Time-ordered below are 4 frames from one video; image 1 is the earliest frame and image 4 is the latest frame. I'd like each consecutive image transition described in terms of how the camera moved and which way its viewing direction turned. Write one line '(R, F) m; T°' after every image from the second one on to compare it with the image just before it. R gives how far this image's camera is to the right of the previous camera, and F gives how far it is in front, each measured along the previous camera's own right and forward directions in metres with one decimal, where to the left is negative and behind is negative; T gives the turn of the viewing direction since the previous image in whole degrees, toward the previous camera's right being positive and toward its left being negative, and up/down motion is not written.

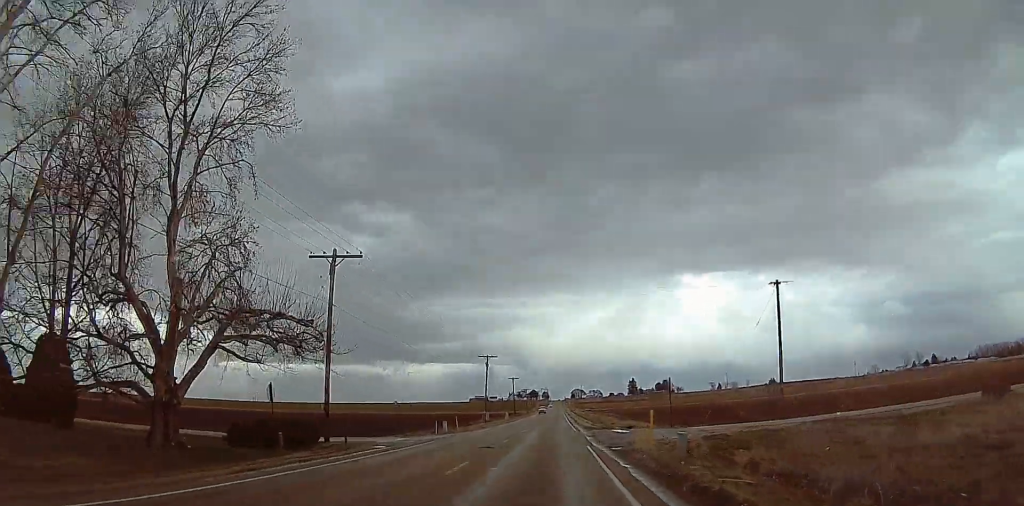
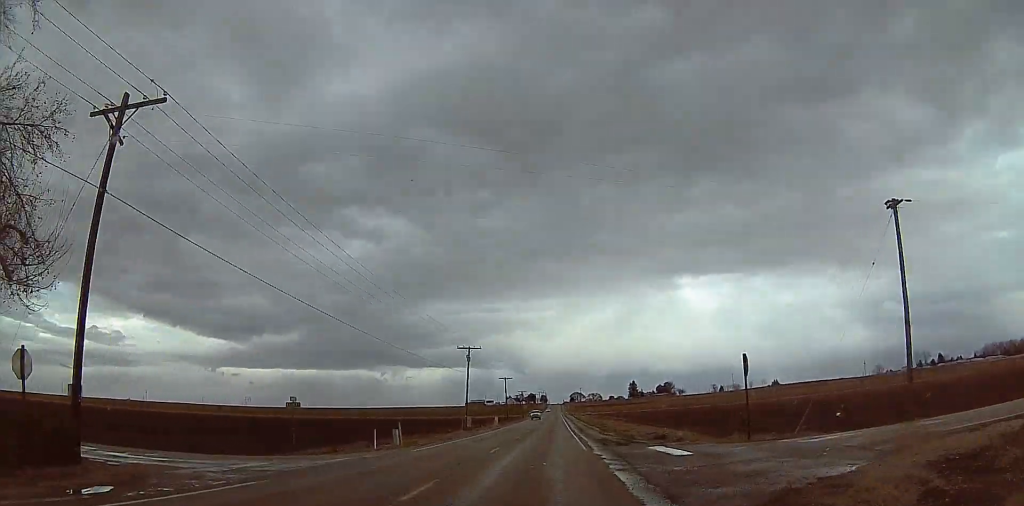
(0.0, +19.3) m; 0°
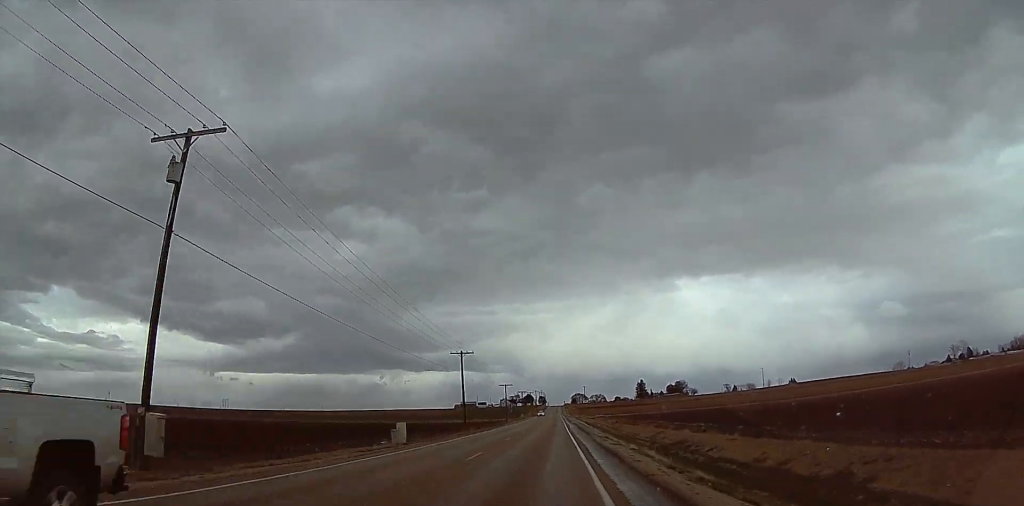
(+0.4, +67.1) m; +1°
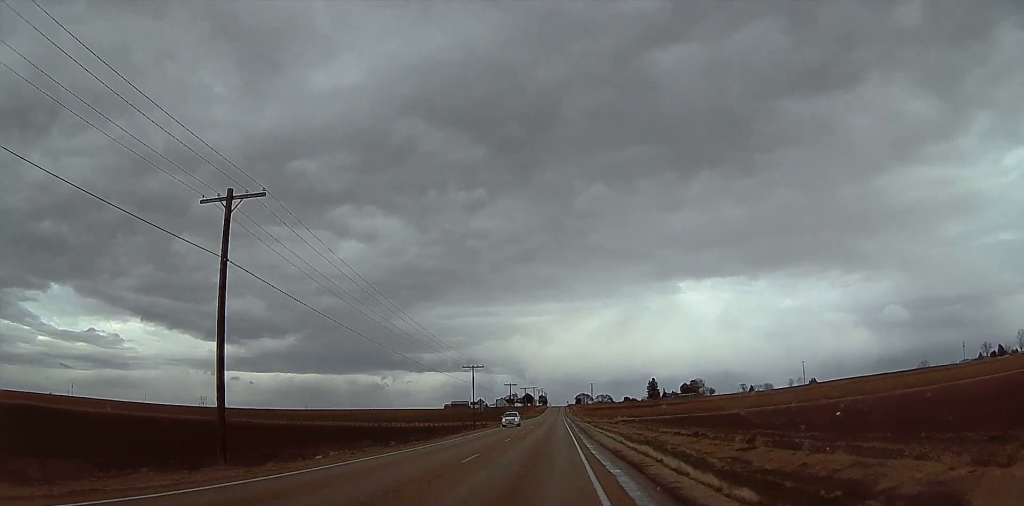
(-1.3, +61.4) m; -3°
